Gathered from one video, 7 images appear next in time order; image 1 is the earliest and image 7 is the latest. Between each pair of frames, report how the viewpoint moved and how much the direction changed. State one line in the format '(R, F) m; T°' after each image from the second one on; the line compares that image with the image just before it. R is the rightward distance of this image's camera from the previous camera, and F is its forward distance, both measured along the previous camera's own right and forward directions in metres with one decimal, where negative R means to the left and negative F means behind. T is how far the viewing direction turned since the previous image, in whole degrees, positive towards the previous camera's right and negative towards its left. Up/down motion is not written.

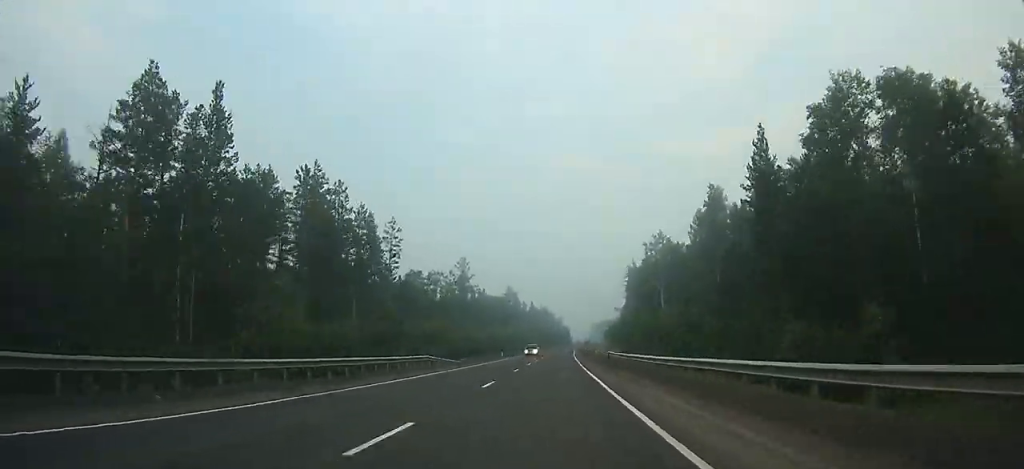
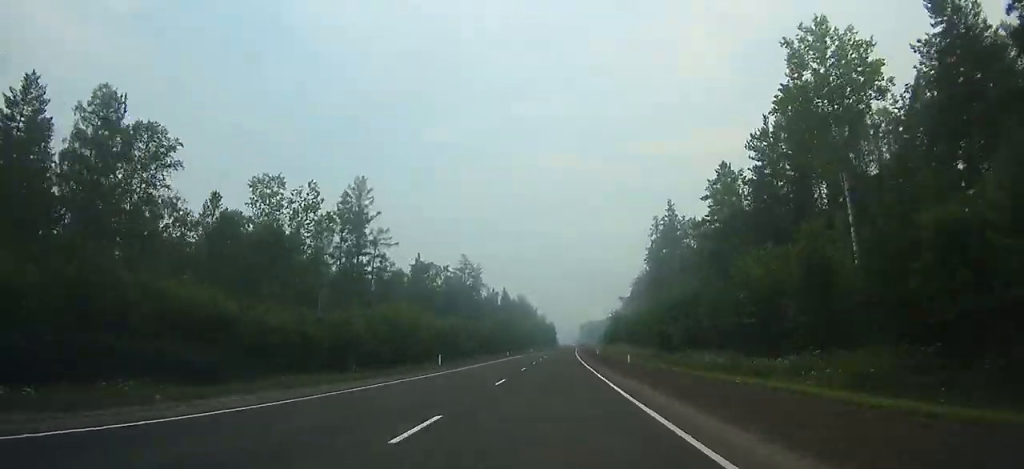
(+1.0, +95.4) m; +1°
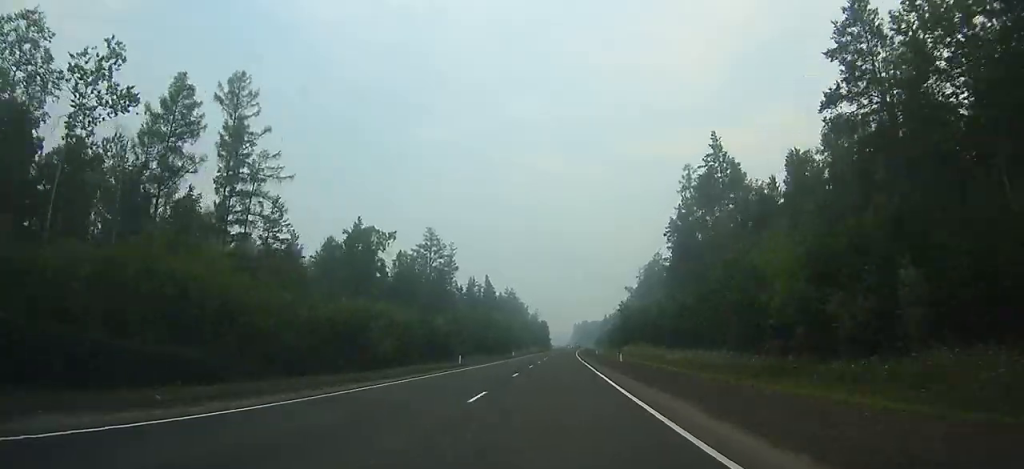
(-0.1, +43.2) m; +1°
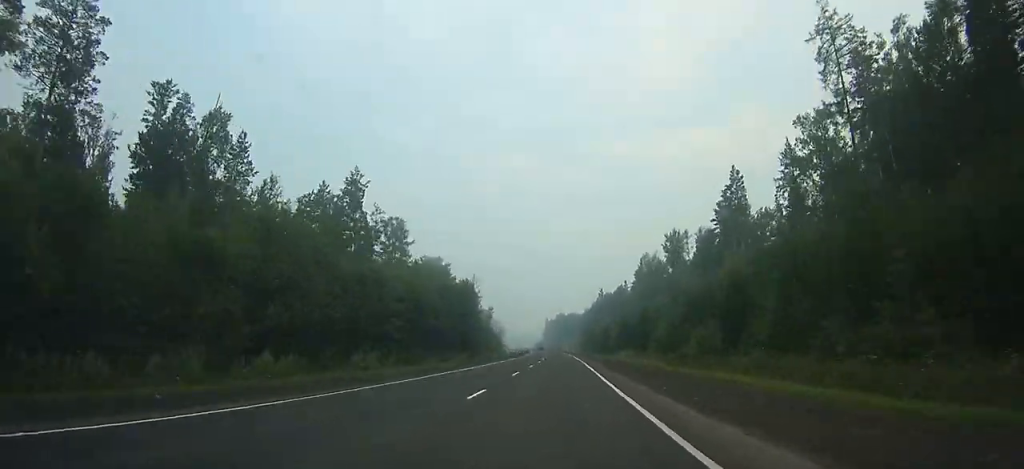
(+5.7, +189.9) m; +2°
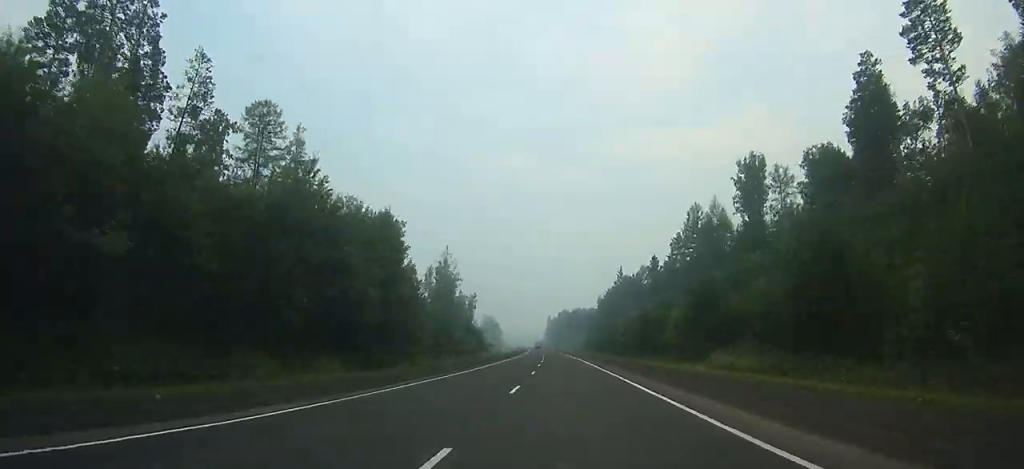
(+0.2, +56.3) m; 0°
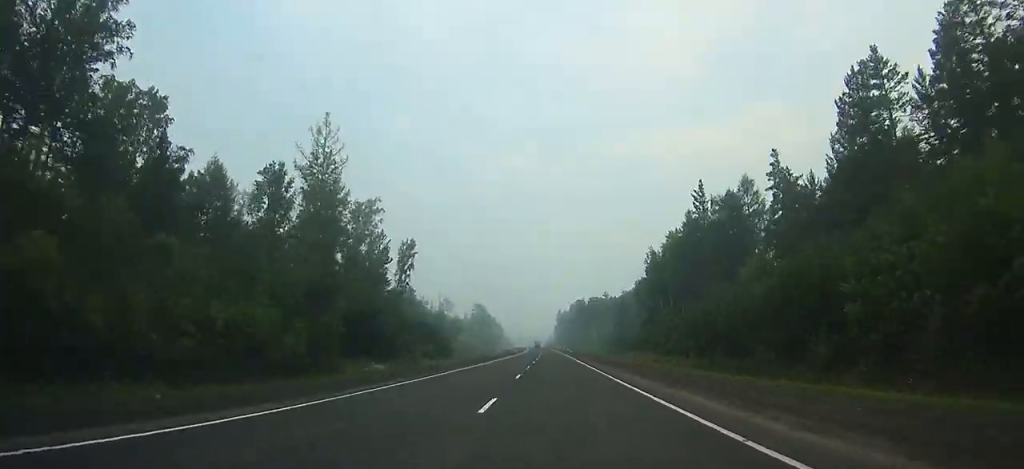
(-0.7, +85.9) m; -1°
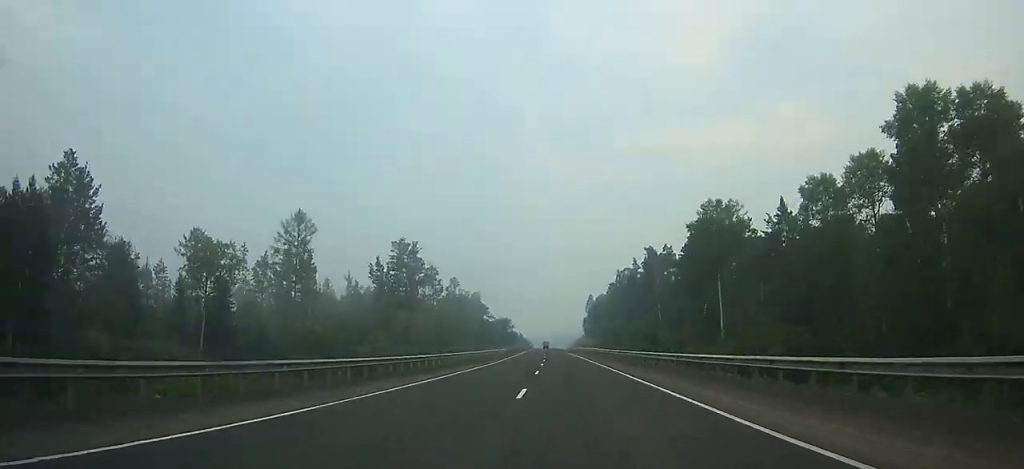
(-3.0, +168.8) m; -2°
